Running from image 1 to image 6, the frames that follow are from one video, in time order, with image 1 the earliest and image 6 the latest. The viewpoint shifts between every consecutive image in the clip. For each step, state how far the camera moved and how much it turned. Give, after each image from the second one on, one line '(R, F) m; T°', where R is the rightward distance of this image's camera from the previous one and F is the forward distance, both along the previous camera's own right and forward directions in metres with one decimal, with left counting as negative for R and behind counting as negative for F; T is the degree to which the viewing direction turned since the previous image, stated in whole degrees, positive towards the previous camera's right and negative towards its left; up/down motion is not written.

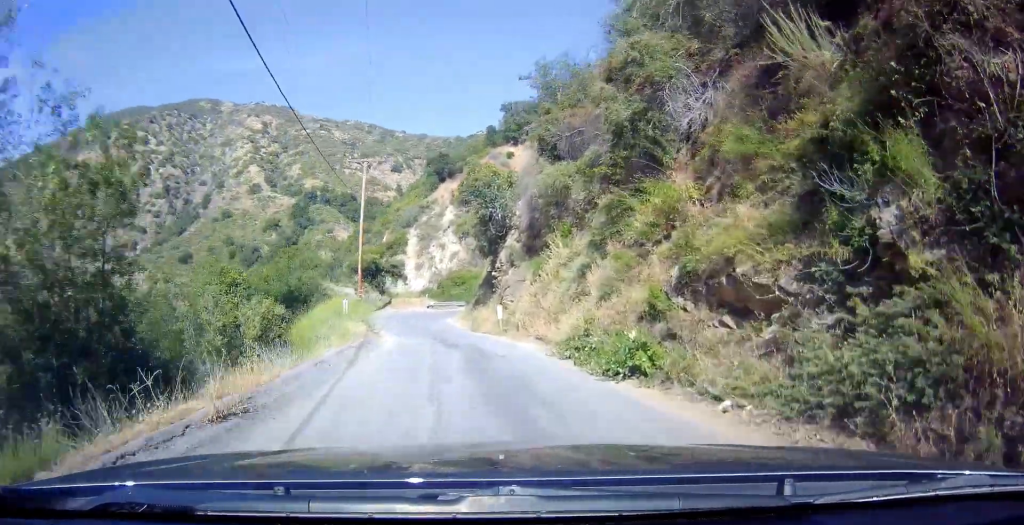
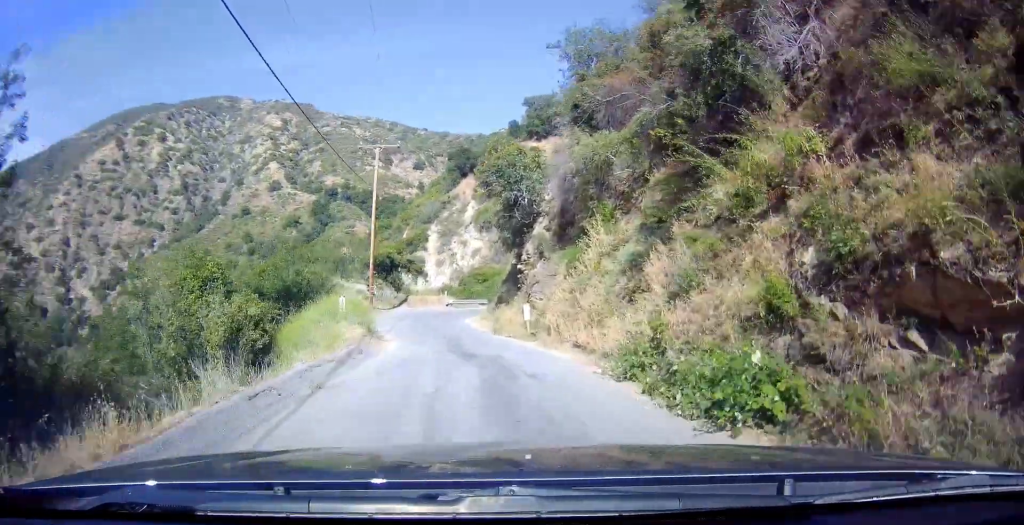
(-0.3, +3.7) m; -3°
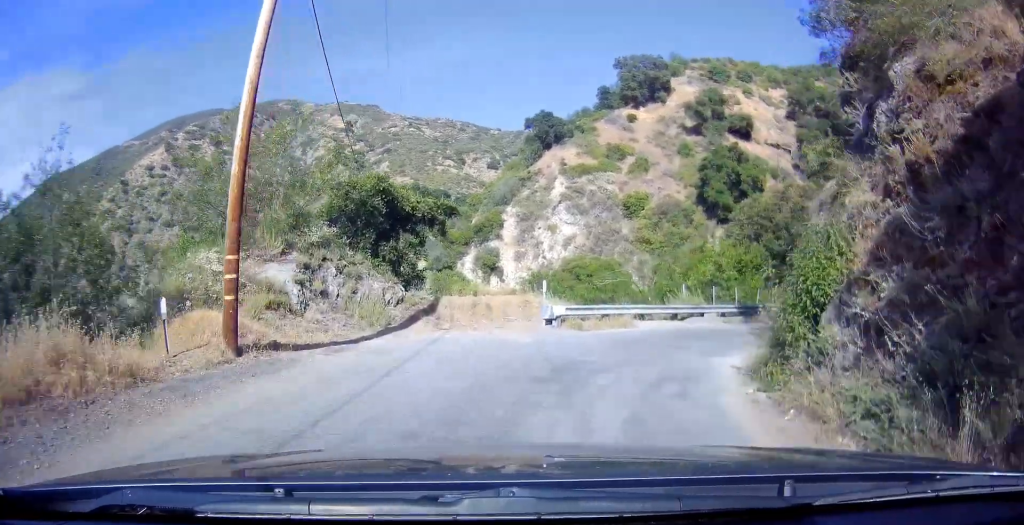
(-1.1, +31.0) m; +3°
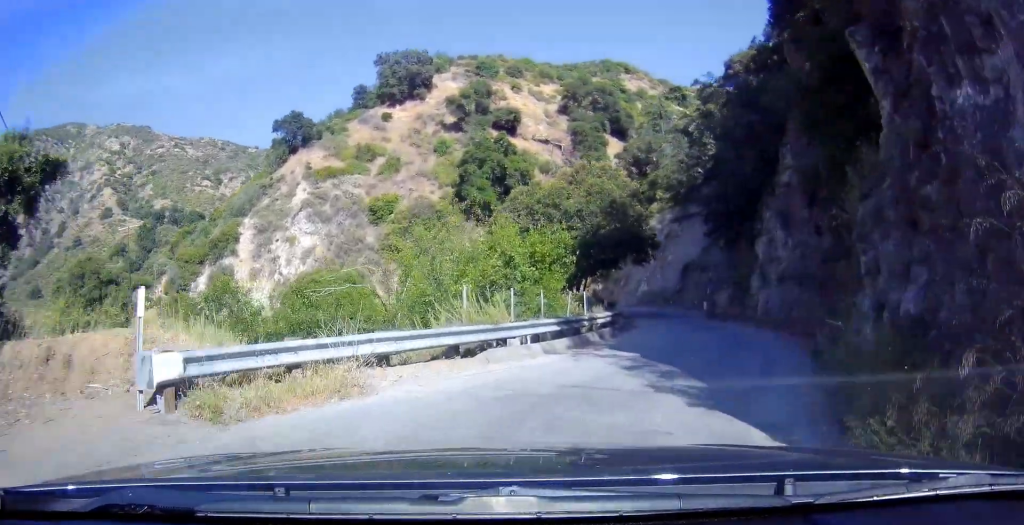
(+1.3, +12.4) m; +11°
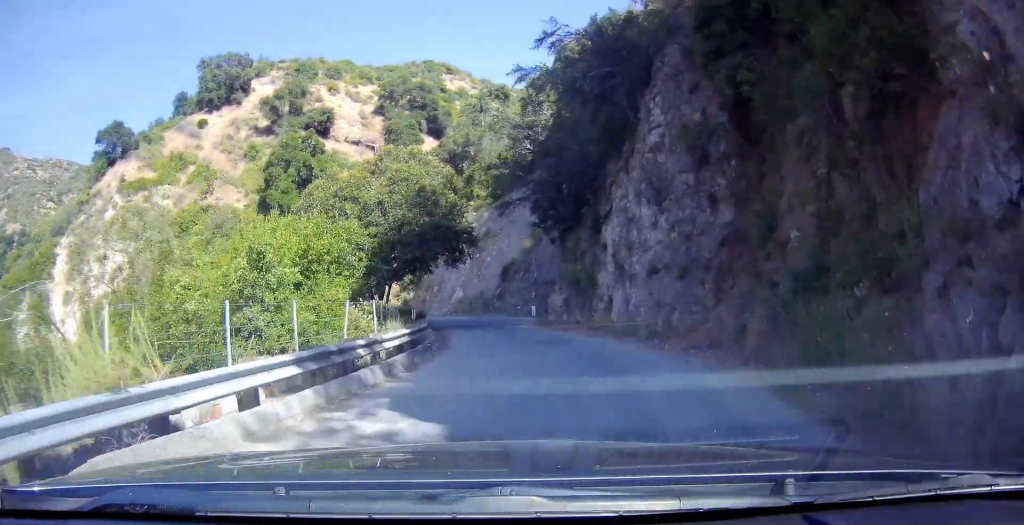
(+0.4, +7.2) m; +11°
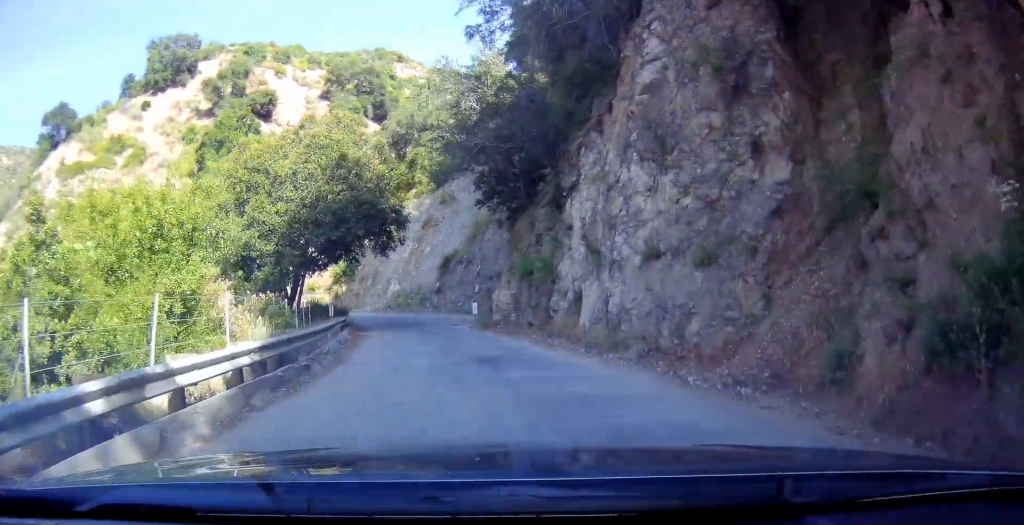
(+0.8, +5.8) m; +9°
